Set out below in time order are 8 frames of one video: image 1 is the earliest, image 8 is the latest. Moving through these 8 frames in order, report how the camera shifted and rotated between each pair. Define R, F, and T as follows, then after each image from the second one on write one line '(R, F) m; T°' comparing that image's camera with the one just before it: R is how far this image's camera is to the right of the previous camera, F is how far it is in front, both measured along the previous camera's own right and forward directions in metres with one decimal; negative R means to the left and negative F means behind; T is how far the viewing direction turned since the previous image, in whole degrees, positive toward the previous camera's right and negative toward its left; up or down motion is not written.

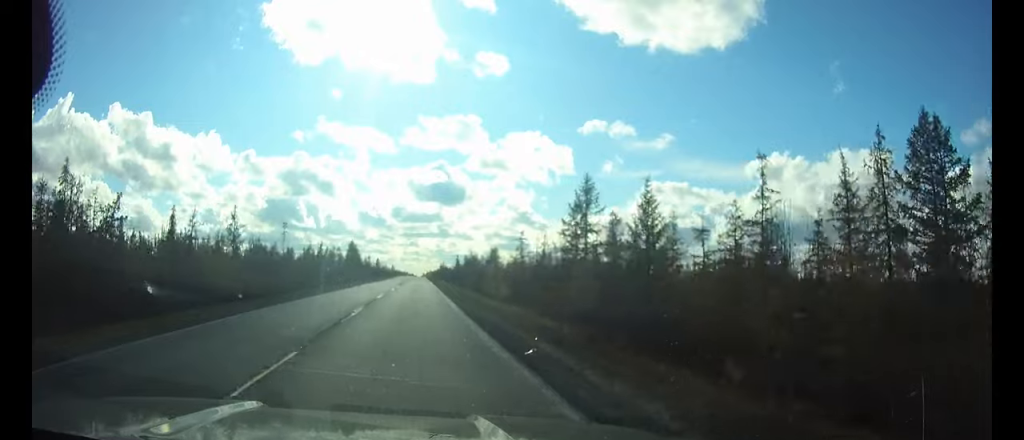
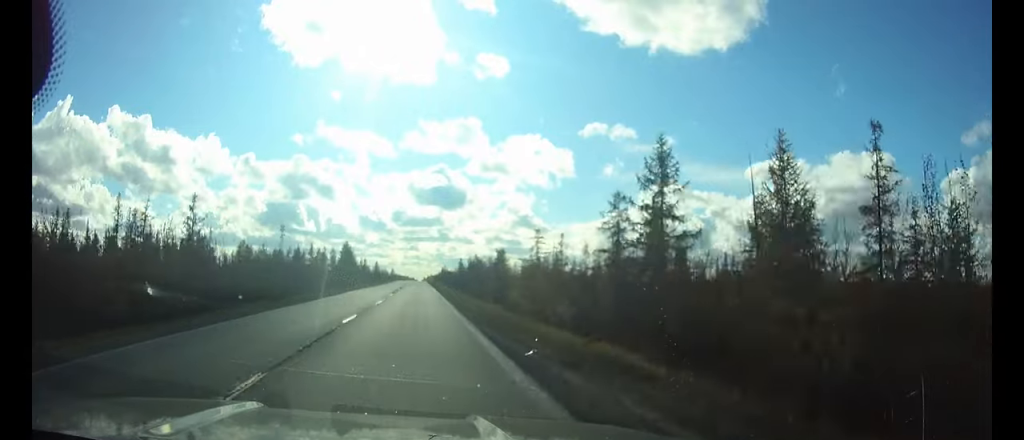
(0.0, +14.2) m; 0°
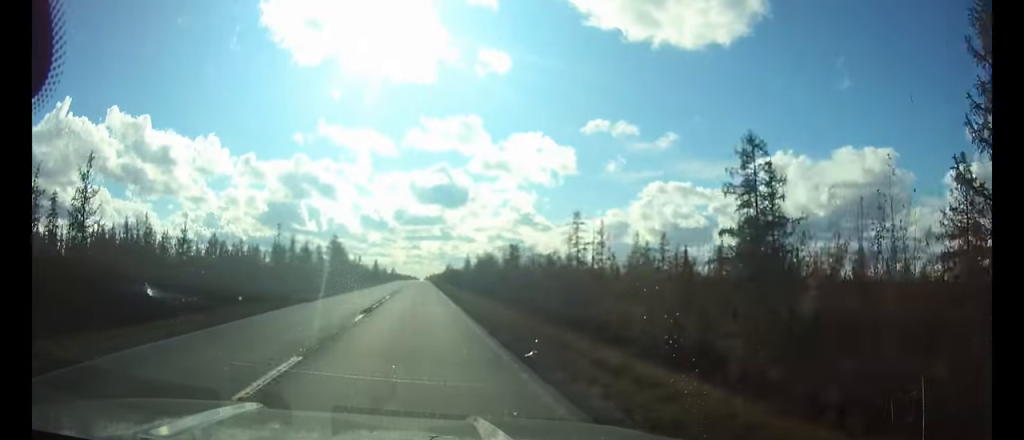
(0.0, +22.6) m; 0°
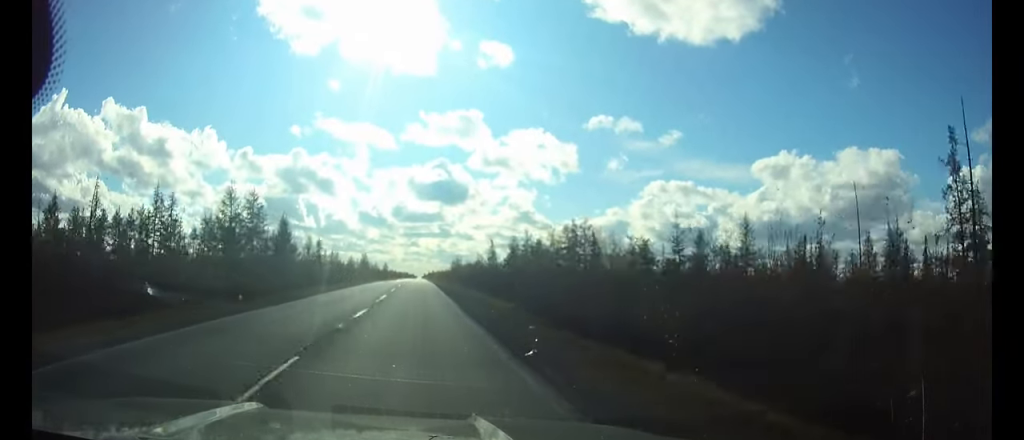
(0.0, +59.9) m; 0°
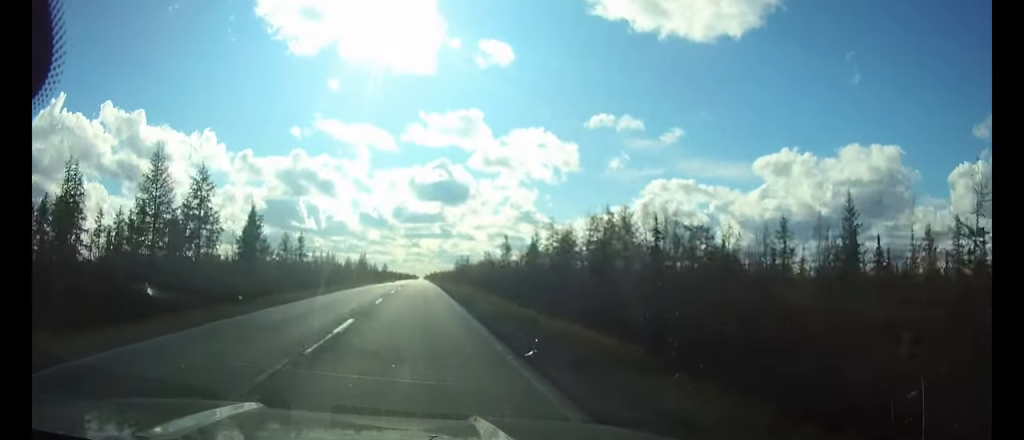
(0.0, +17.3) m; 0°
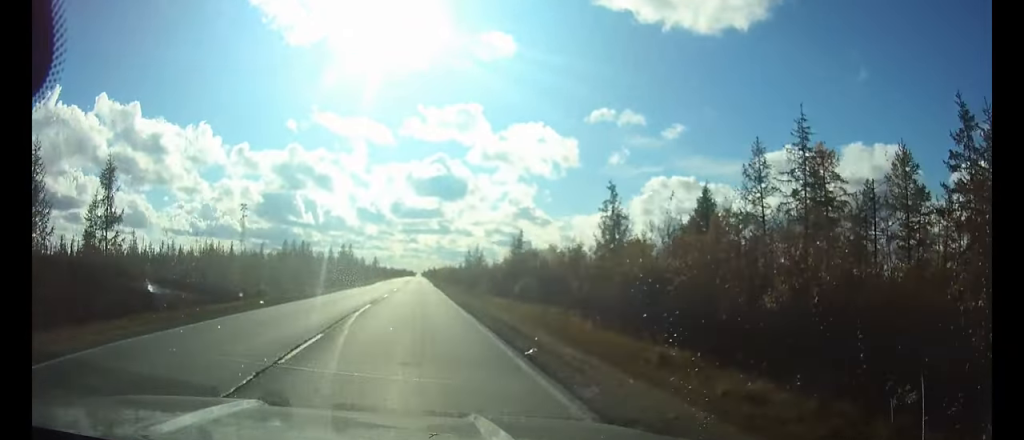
(+0.1, +53.3) m; 0°
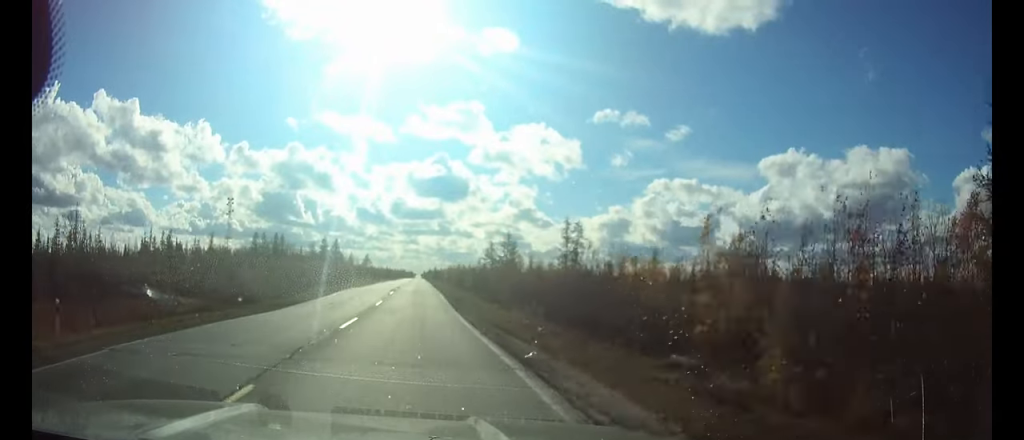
(0.0, +40.9) m; 0°
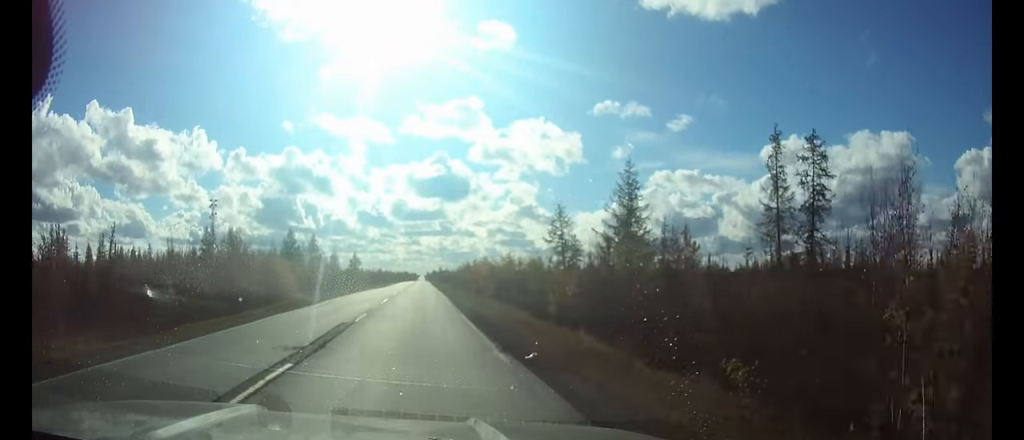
(-0.1, +47.8) m; 0°
